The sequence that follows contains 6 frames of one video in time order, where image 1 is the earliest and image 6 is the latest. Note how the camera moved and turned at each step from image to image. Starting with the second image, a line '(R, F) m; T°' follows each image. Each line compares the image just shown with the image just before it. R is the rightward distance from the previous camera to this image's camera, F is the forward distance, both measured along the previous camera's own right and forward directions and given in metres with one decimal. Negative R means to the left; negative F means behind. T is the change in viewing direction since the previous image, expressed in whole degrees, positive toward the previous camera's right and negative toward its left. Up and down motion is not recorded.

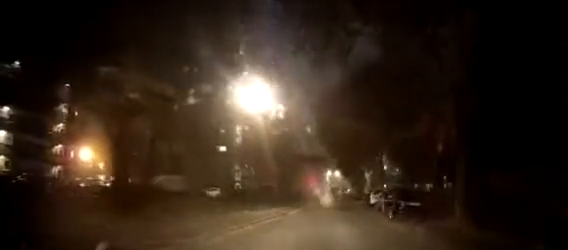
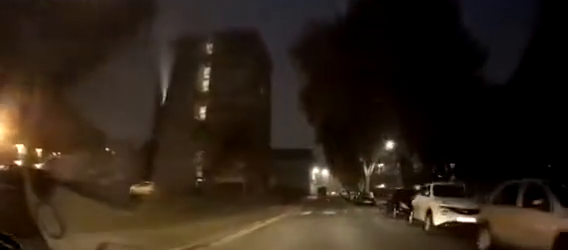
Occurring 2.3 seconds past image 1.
(0.0, +11.2) m; -1°
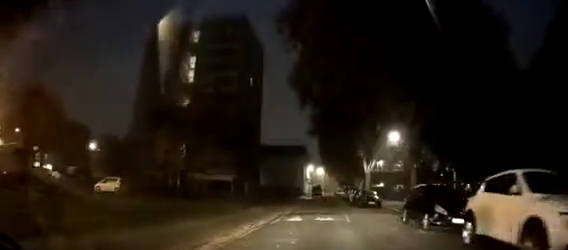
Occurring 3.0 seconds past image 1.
(0.0, +4.0) m; -1°
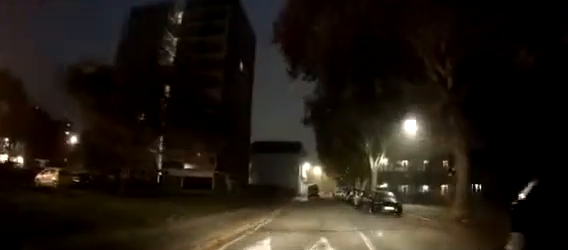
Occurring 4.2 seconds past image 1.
(-0.2, +7.8) m; -2°
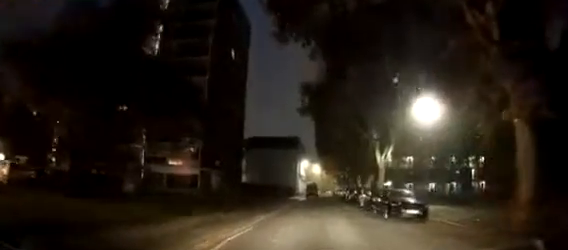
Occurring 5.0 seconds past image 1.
(-0.1, +5.0) m; -1°
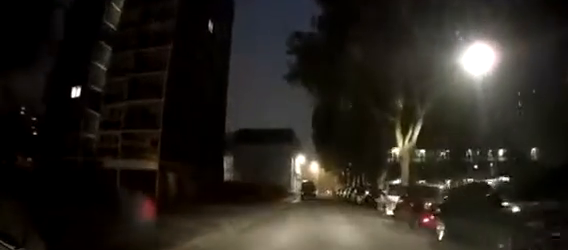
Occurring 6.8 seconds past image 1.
(0.0, +10.4) m; +1°
